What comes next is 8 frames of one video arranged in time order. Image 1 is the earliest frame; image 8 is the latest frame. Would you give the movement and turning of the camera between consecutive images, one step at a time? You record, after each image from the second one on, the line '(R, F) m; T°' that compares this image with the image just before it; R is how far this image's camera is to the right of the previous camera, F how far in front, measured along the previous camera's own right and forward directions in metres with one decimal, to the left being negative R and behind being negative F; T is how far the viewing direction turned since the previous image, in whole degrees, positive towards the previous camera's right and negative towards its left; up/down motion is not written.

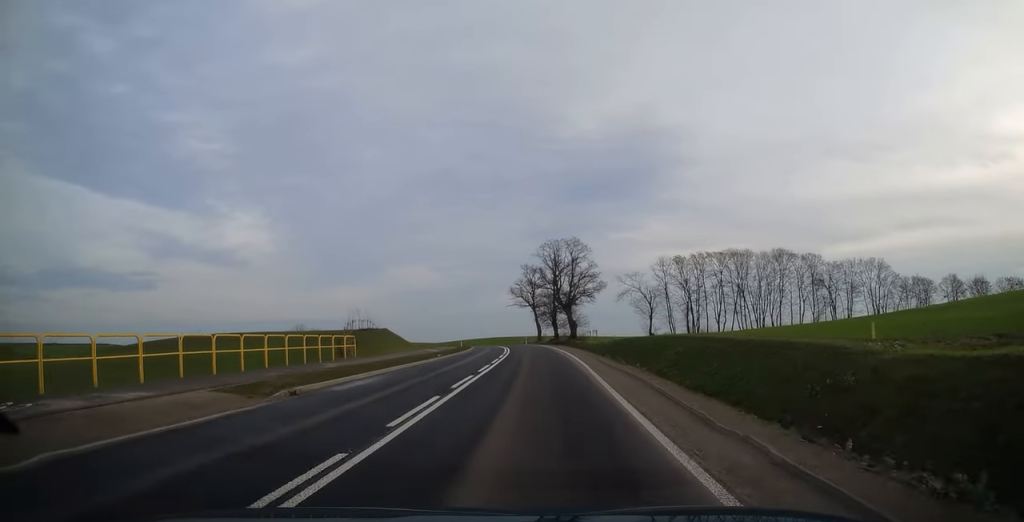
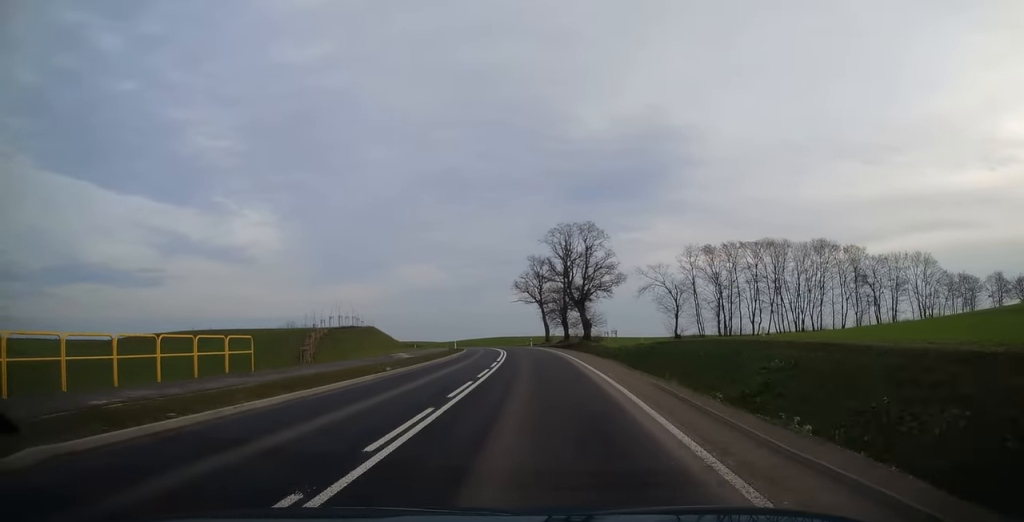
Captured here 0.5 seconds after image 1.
(-0.1, +13.7) m; -1°
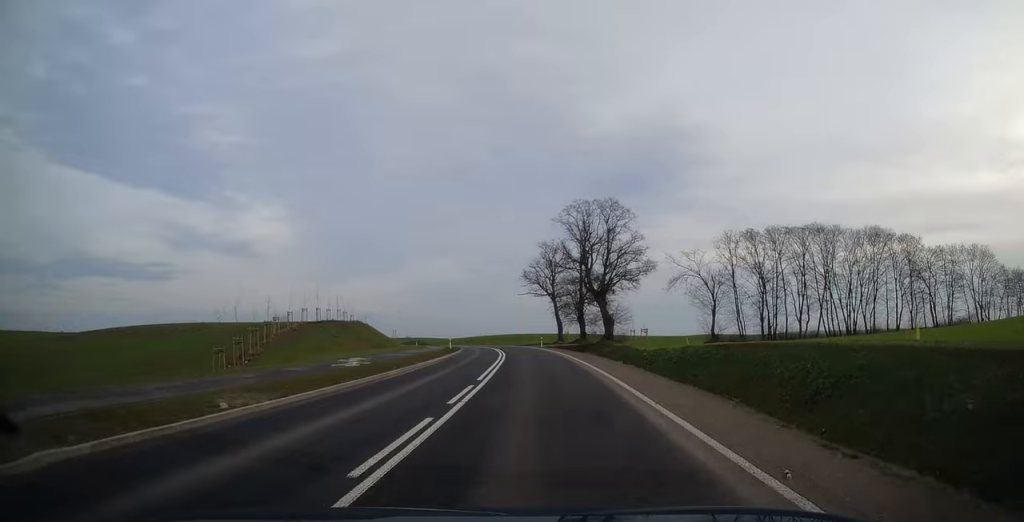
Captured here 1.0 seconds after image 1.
(-0.2, +13.2) m; -1°
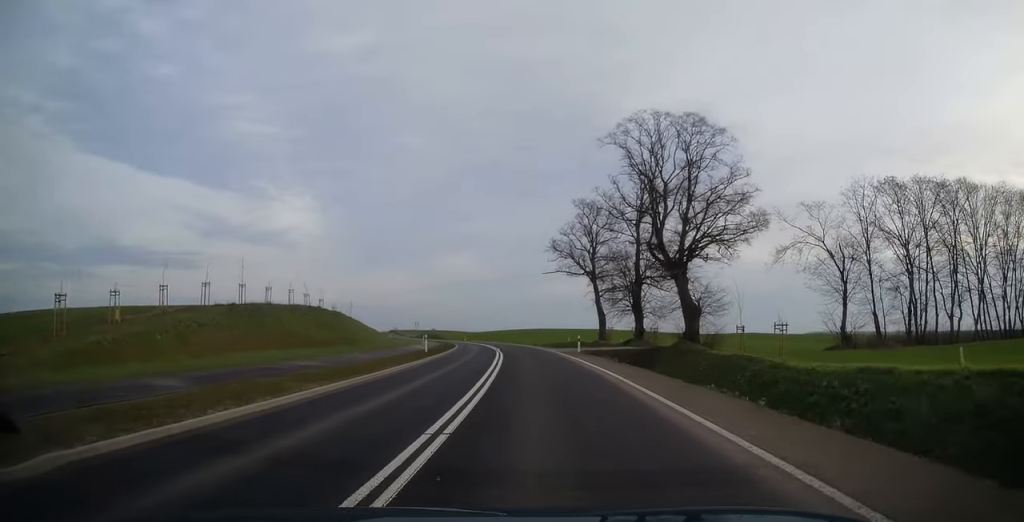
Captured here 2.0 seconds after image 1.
(-0.3, +26.5) m; -1°
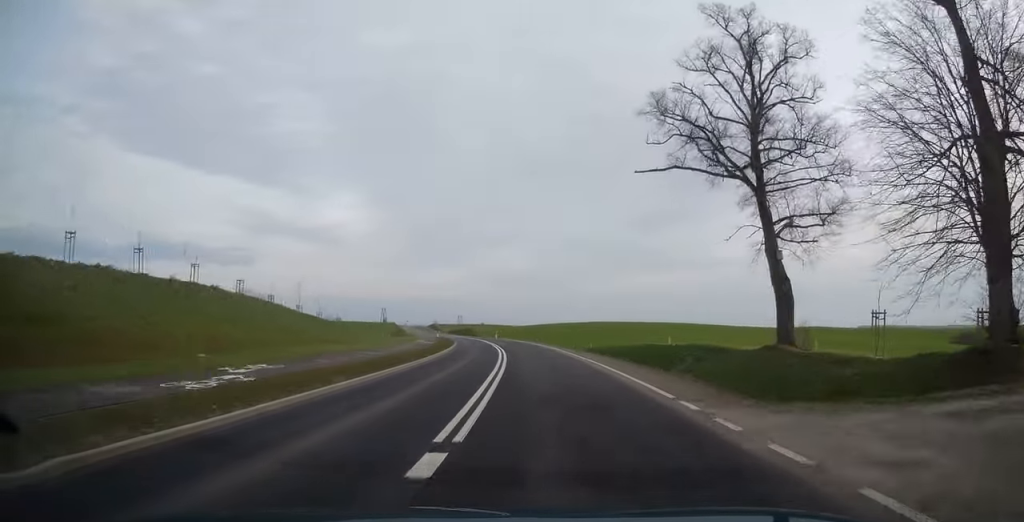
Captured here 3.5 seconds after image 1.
(-1.0, +38.8) m; -4°
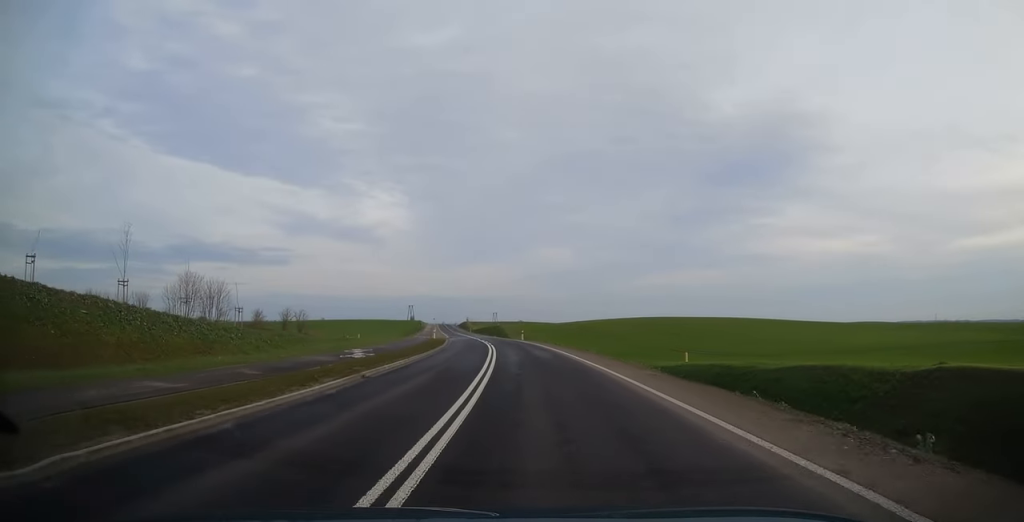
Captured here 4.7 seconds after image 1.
(-0.7, +32.3) m; -3°
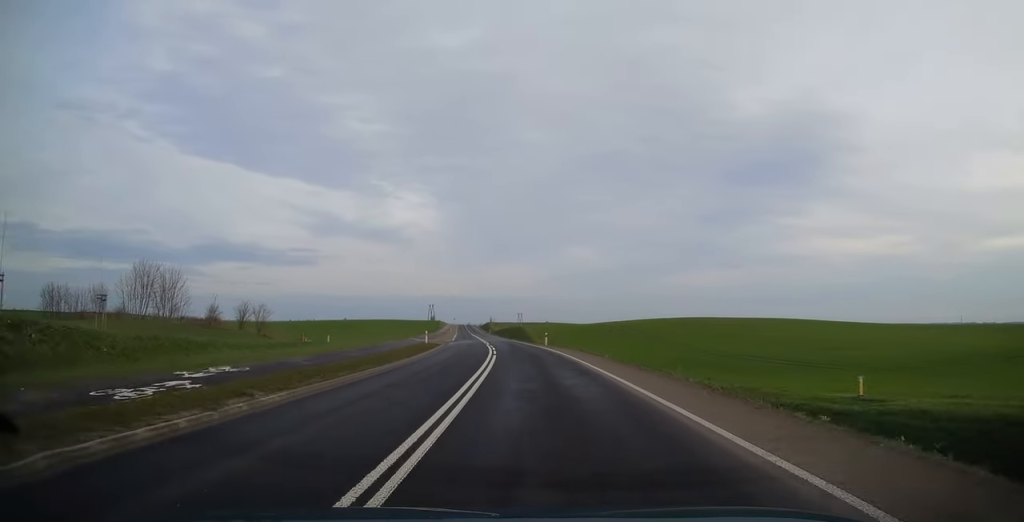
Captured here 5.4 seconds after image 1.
(-0.2, +17.3) m; -3°
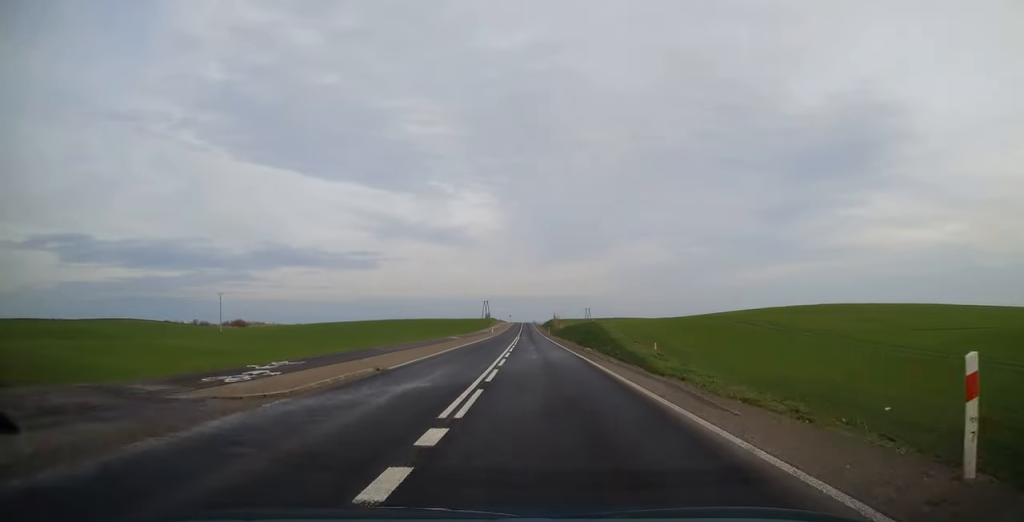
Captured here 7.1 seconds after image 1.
(-3.1, +46.2) m; -7°
